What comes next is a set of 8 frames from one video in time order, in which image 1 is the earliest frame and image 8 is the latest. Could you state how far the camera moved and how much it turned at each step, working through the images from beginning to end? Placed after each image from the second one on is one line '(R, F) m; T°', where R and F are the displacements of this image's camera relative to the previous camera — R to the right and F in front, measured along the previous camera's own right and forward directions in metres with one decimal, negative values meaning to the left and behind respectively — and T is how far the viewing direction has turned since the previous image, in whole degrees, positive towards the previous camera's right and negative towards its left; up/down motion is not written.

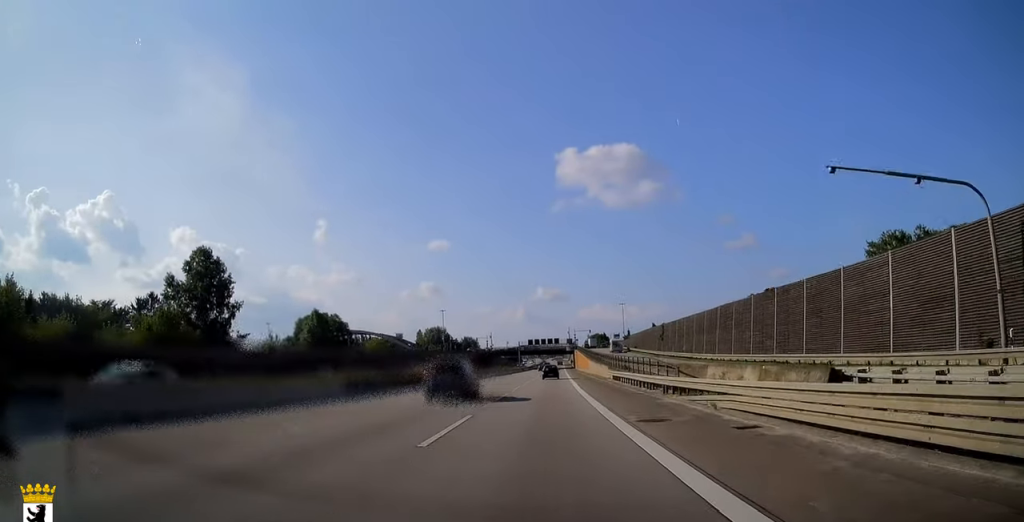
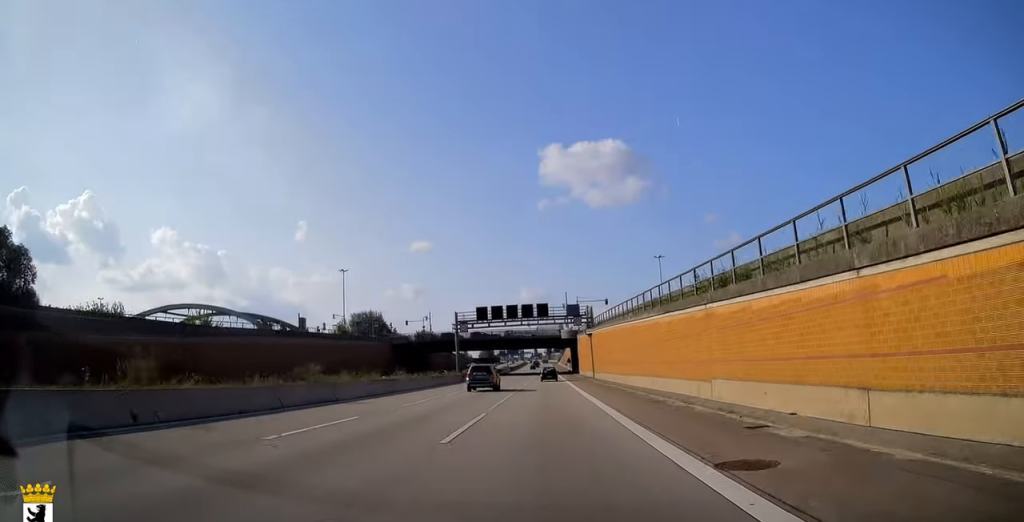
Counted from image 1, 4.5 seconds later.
(+2.1, +97.9) m; +2°
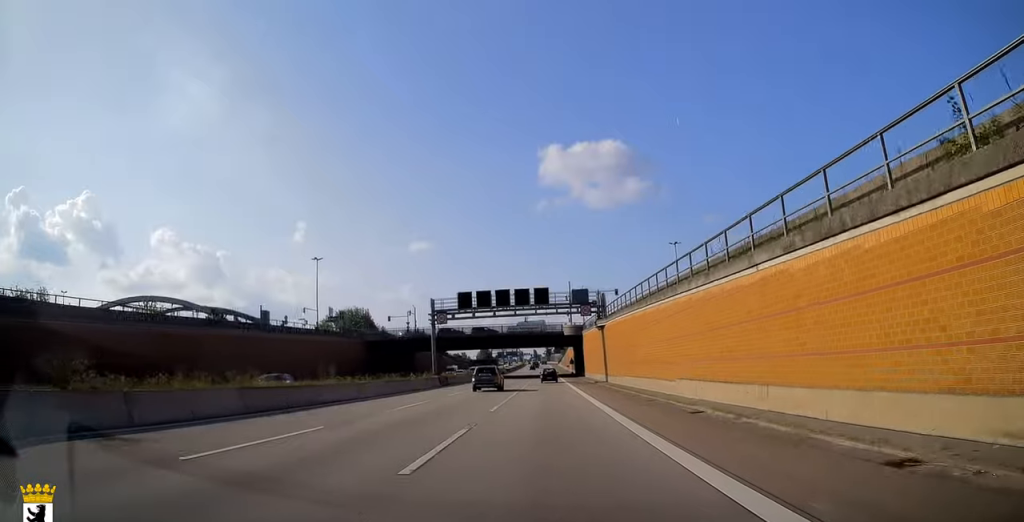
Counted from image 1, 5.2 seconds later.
(0.0, +16.8) m; 0°
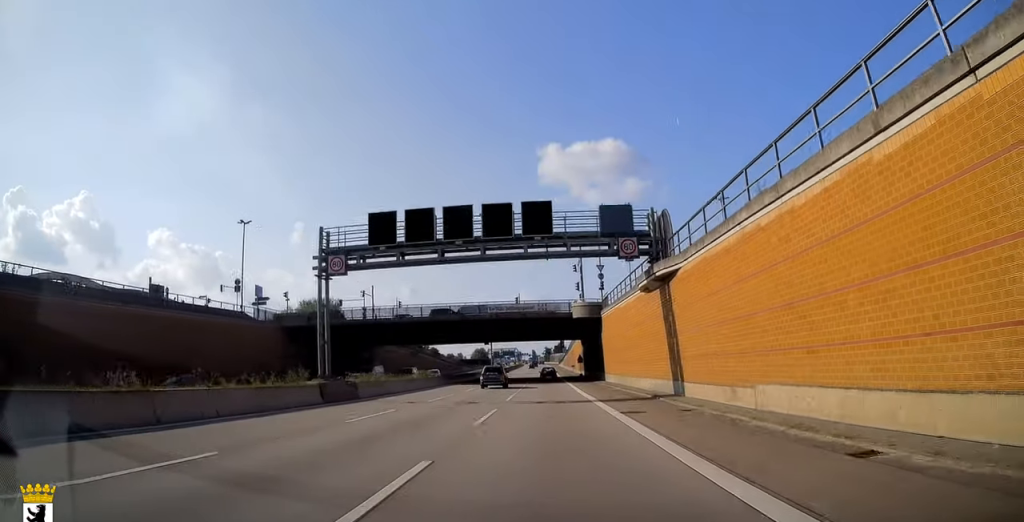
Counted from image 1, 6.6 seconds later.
(0.0, +32.1) m; 0°
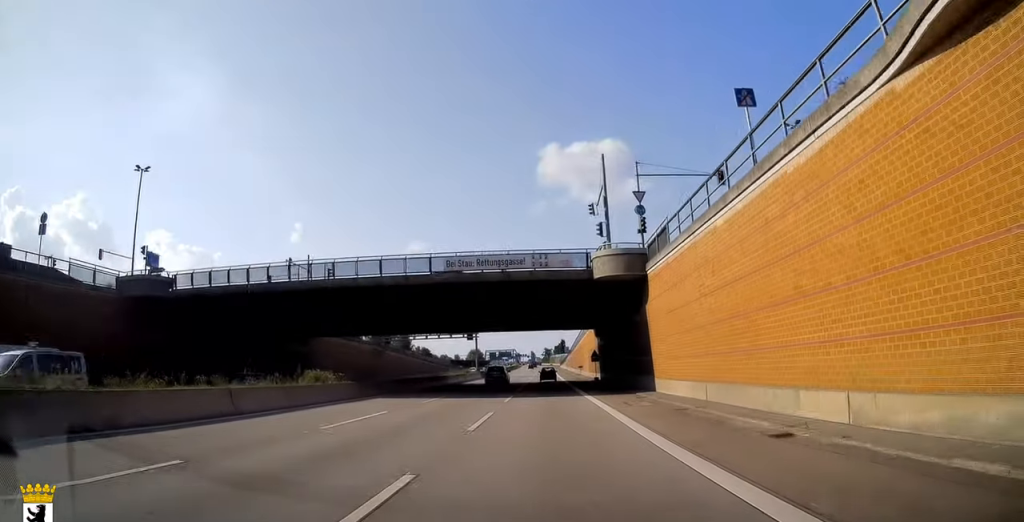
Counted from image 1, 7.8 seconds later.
(0.0, +28.1) m; 0°
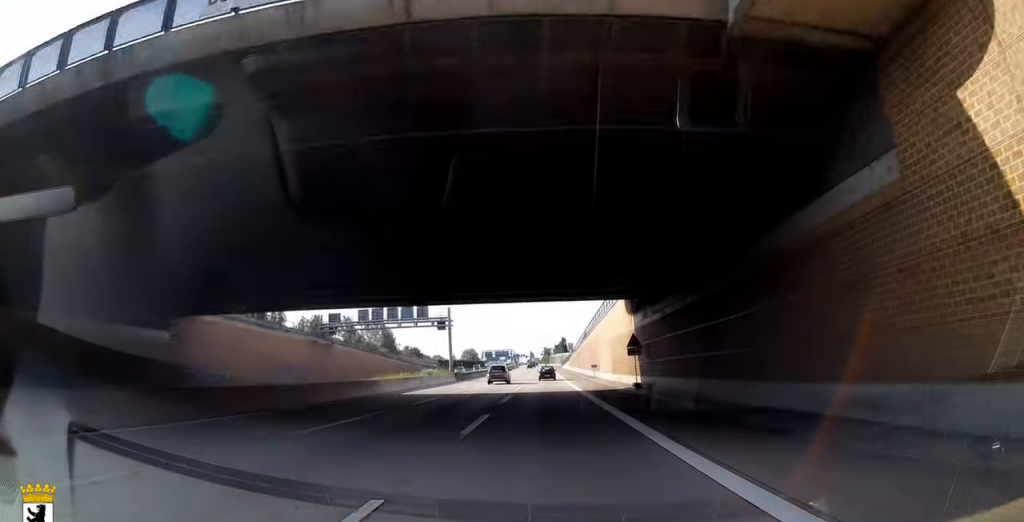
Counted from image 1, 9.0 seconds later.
(0.0, +24.8) m; 0°
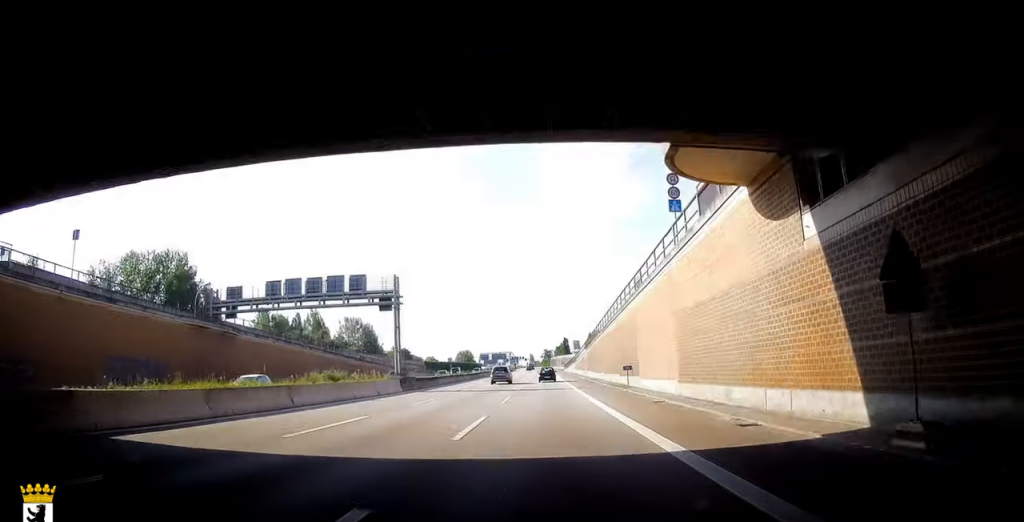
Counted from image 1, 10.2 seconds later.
(0.0, +22.0) m; 0°
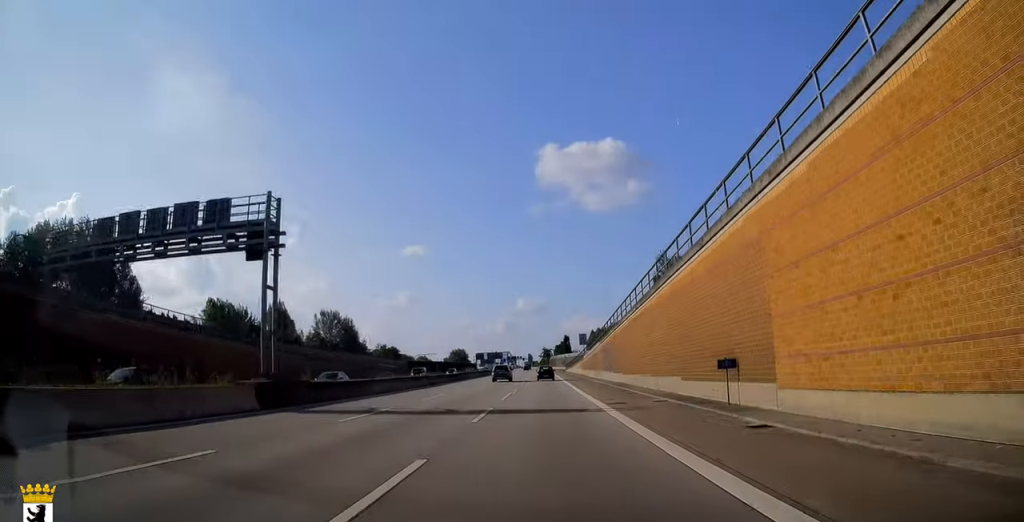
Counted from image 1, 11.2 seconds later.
(+0.1, +18.3) m; 0°
